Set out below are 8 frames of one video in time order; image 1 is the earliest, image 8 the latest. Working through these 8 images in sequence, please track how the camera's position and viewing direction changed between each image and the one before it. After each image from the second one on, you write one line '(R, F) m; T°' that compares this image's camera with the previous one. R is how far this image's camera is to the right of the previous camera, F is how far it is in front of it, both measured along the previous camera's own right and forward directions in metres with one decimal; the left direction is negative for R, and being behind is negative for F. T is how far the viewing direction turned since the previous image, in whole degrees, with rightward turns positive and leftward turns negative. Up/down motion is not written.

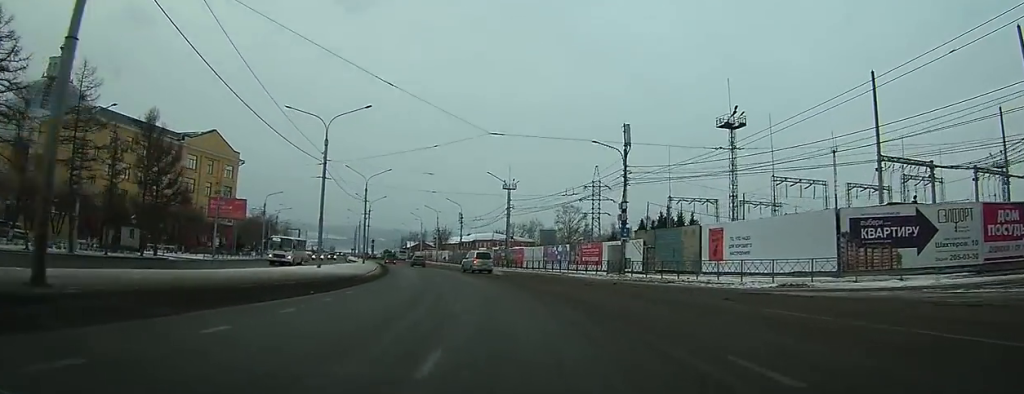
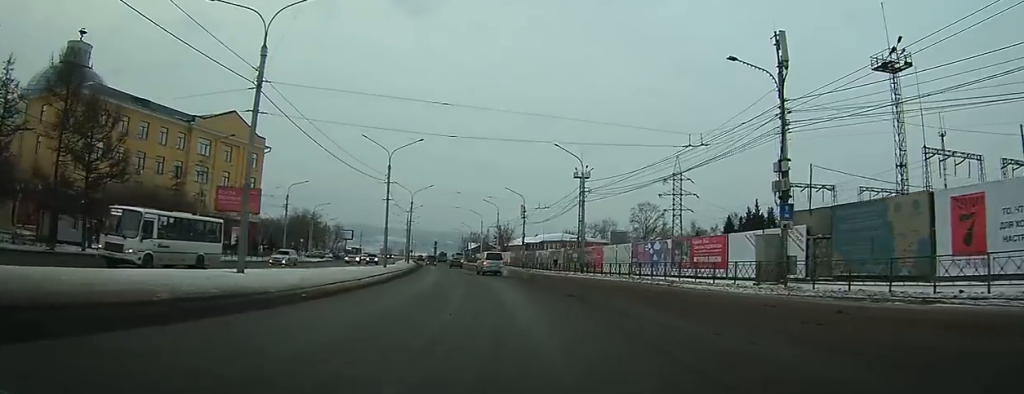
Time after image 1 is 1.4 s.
(-0.5, +14.8) m; -5°
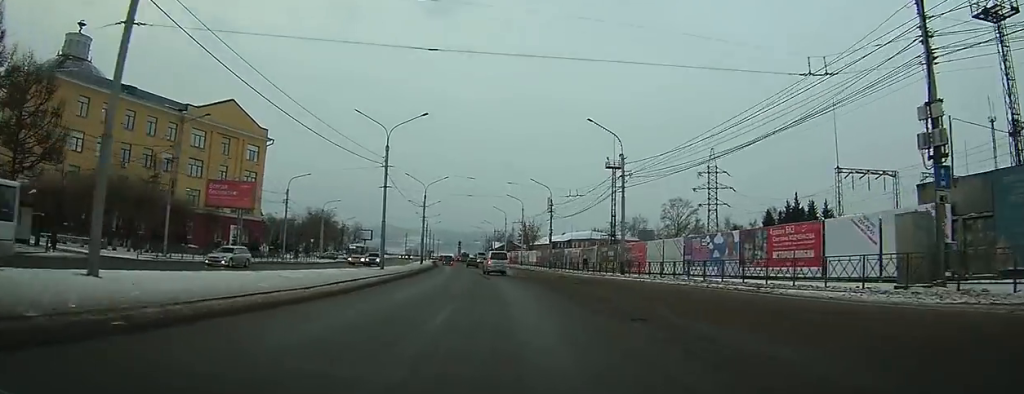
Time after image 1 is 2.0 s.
(-0.3, +8.5) m; -2°
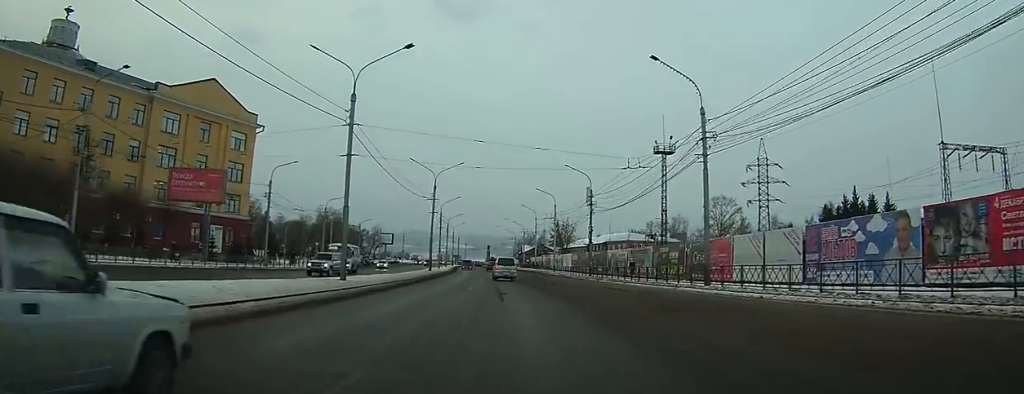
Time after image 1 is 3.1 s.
(-0.4, +13.9) m; -3°
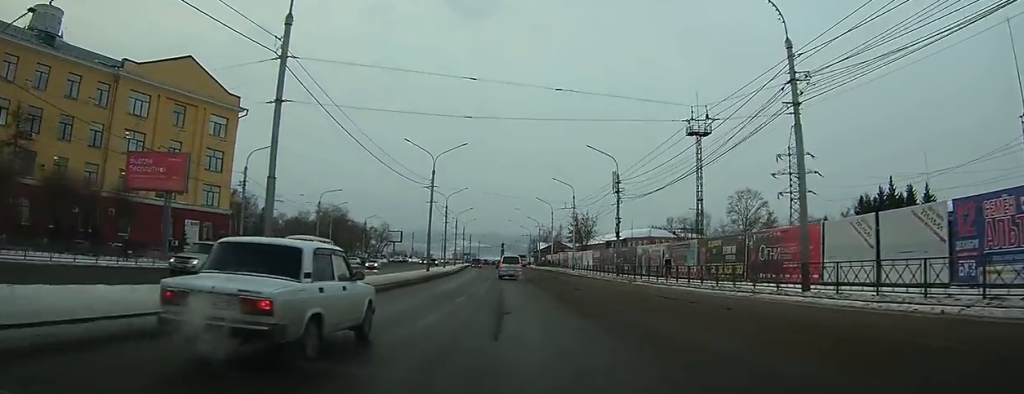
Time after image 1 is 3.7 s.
(-0.1, +9.4) m; -1°
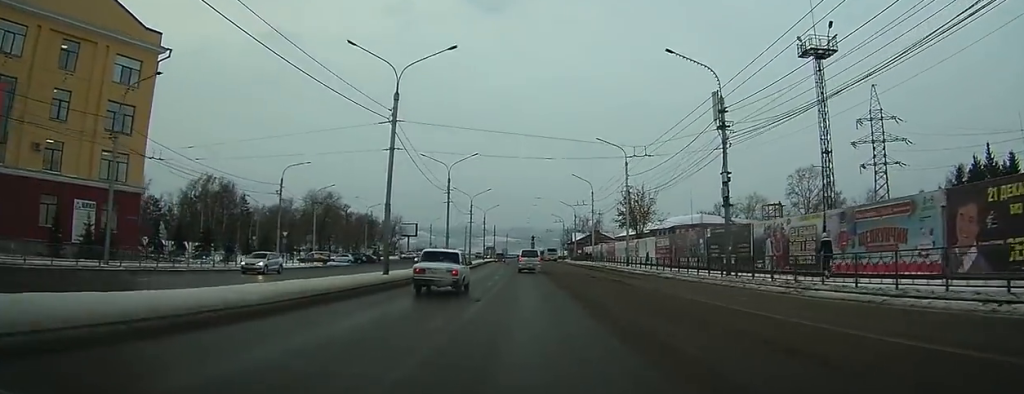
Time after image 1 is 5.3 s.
(-0.3, +22.9) m; -1°
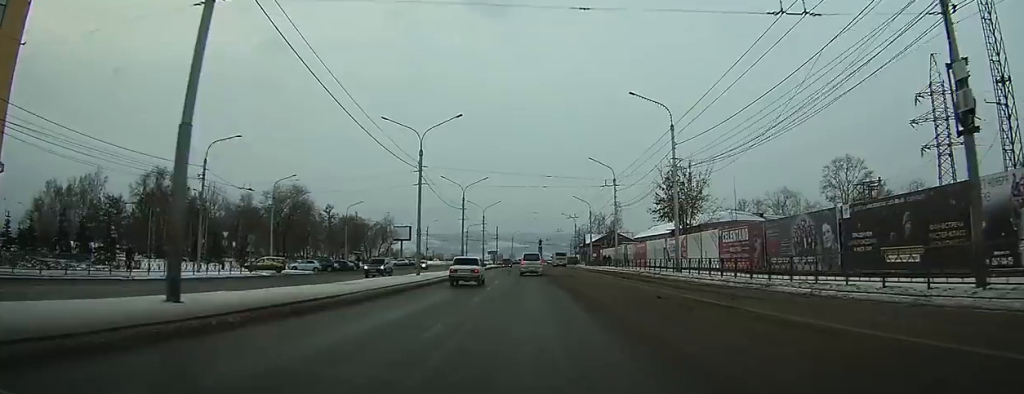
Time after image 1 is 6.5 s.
(-0.1, +17.1) m; 0°
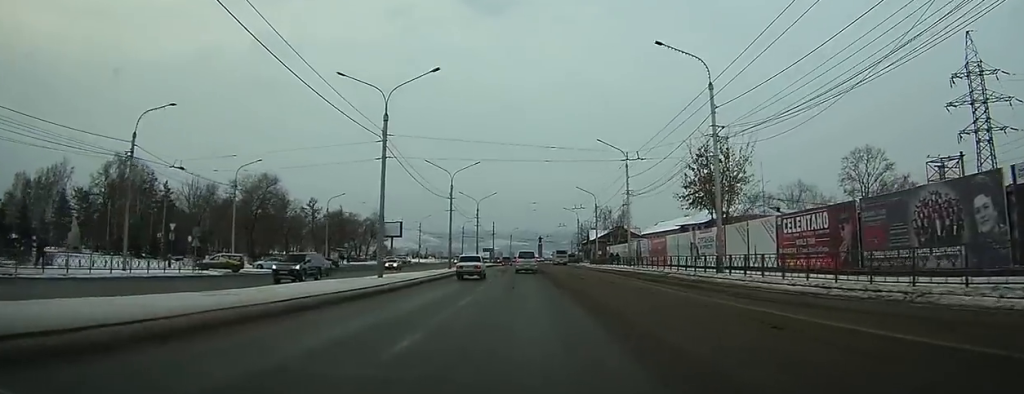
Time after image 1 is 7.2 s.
(+0.1, +9.5) m; 0°
